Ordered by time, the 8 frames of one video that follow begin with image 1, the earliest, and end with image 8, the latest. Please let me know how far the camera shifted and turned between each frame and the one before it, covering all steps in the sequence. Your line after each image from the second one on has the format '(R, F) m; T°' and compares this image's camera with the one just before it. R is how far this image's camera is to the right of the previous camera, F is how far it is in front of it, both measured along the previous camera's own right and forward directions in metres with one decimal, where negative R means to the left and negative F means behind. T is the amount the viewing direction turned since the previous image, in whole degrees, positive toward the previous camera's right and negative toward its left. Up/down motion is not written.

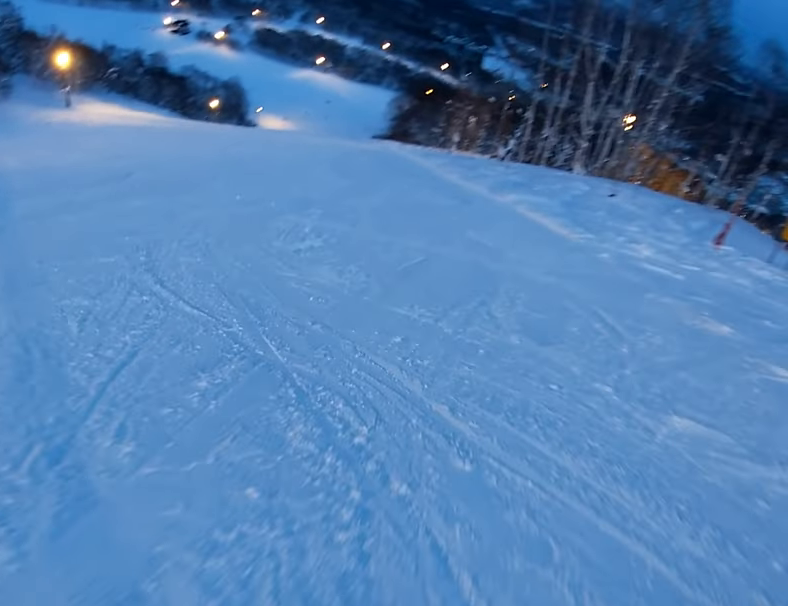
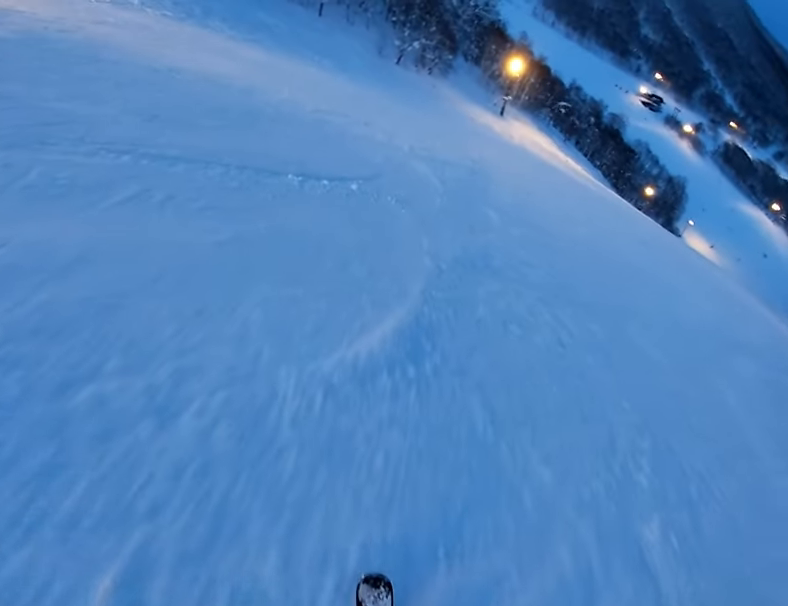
(-3.2, +9.3) m; -42°
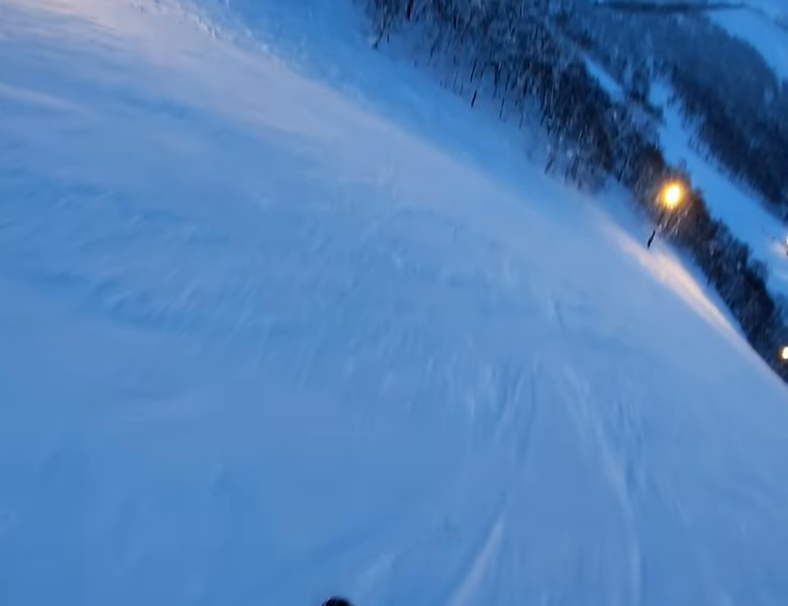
(-1.8, +5.8) m; -23°
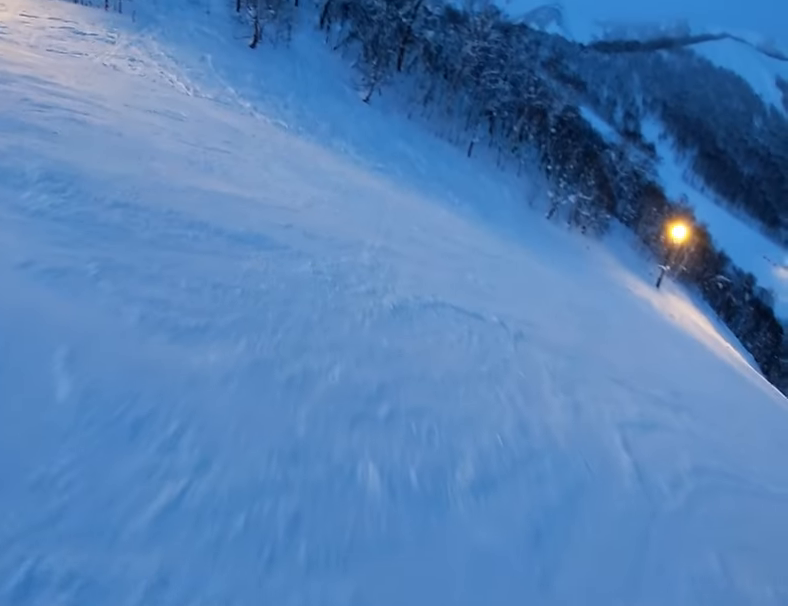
(-0.4, +3.1) m; -7°
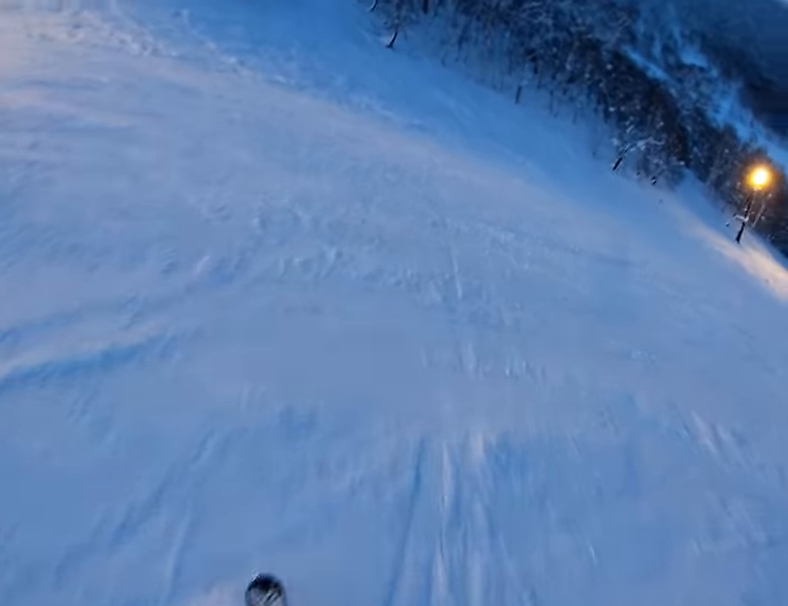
(0.0, +8.7) m; +5°
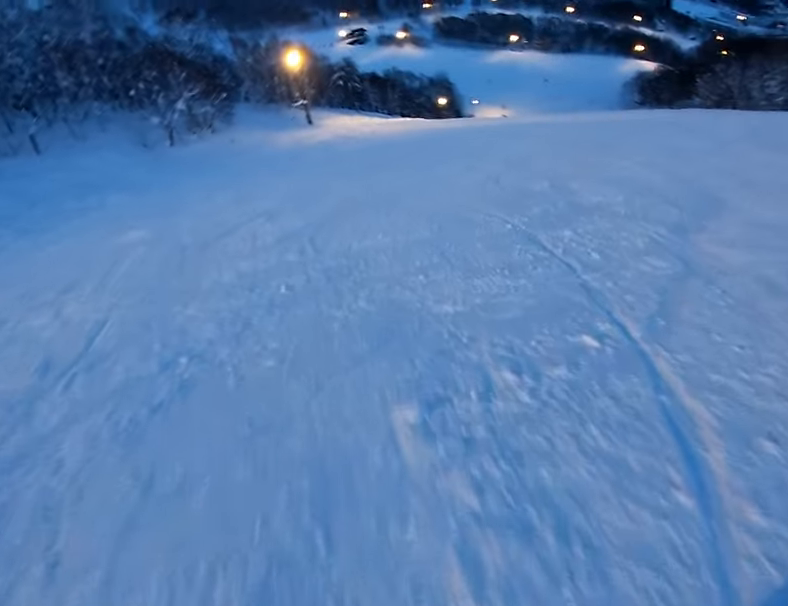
(+3.5, +9.8) m; +48°
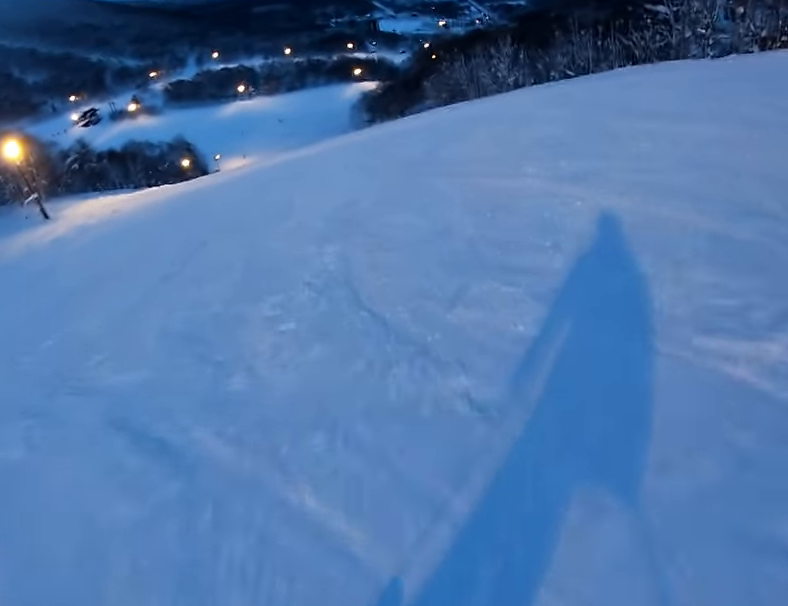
(+2.0, +7.5) m; +23°
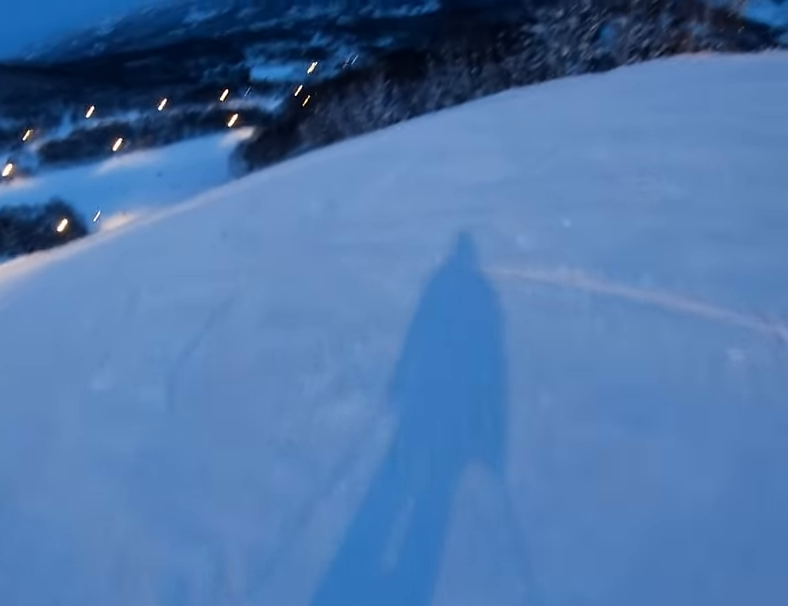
(0.0, +3.9) m; +9°
